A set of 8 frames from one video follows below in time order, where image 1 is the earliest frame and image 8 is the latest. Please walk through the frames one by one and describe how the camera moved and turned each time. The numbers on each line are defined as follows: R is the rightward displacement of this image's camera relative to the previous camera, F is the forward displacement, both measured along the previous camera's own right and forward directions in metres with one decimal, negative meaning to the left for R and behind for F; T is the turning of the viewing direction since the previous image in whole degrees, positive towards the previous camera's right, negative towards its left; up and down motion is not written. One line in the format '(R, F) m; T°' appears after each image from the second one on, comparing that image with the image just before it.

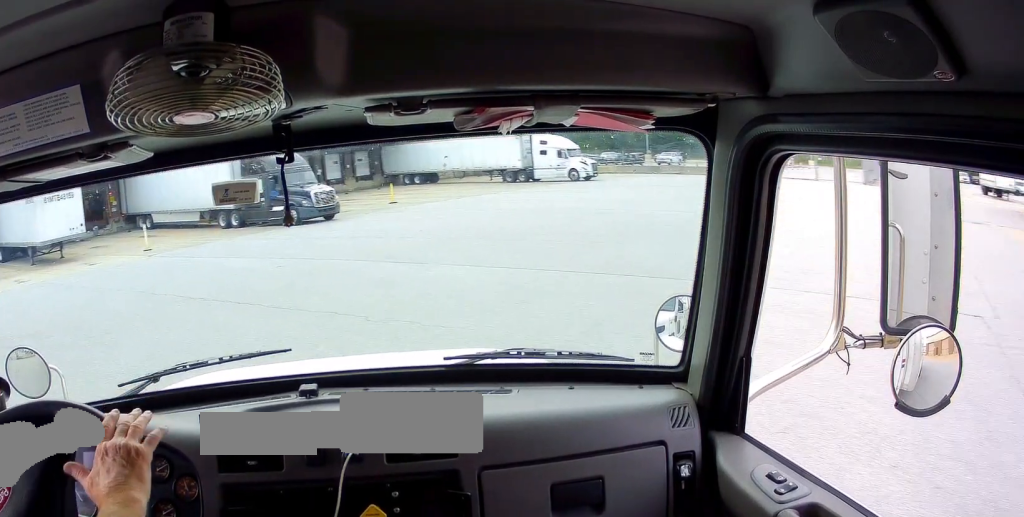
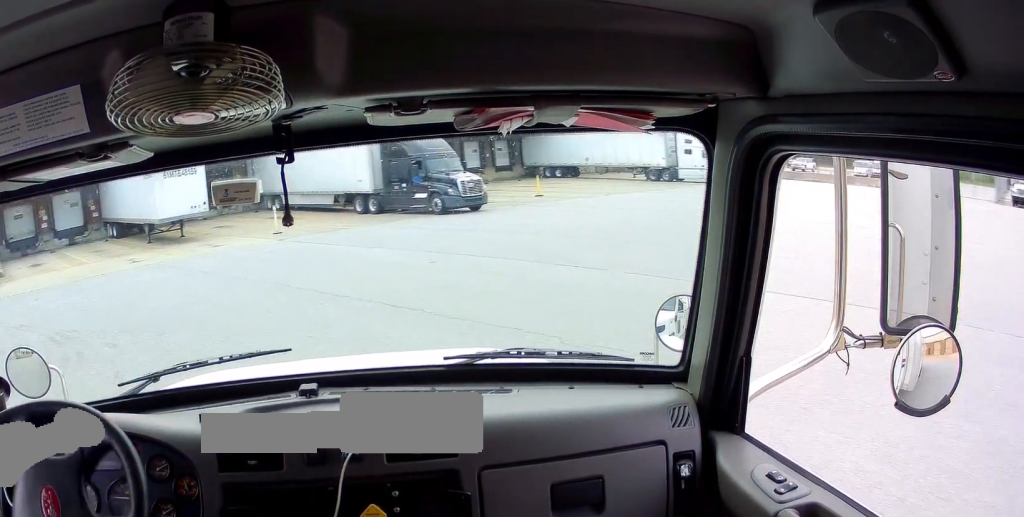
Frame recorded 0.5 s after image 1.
(-0.2, +1.3) m; -13°
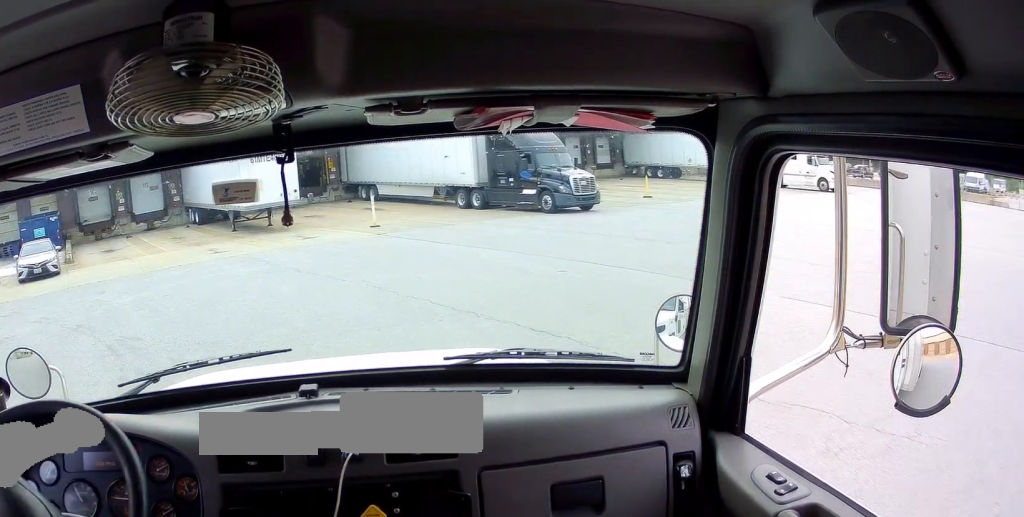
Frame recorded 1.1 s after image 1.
(-0.1, +1.3) m; -15°
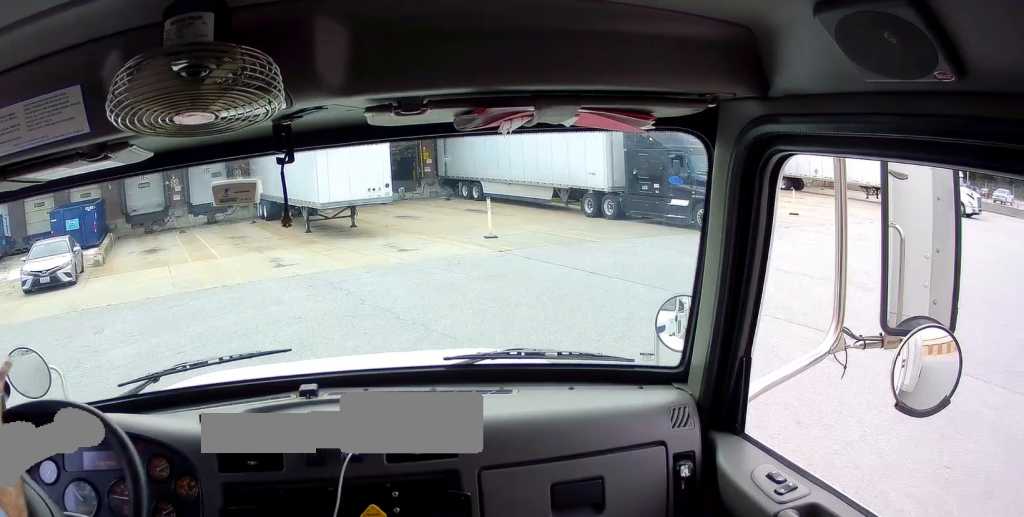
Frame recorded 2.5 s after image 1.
(-1.0, +4.3) m; -13°
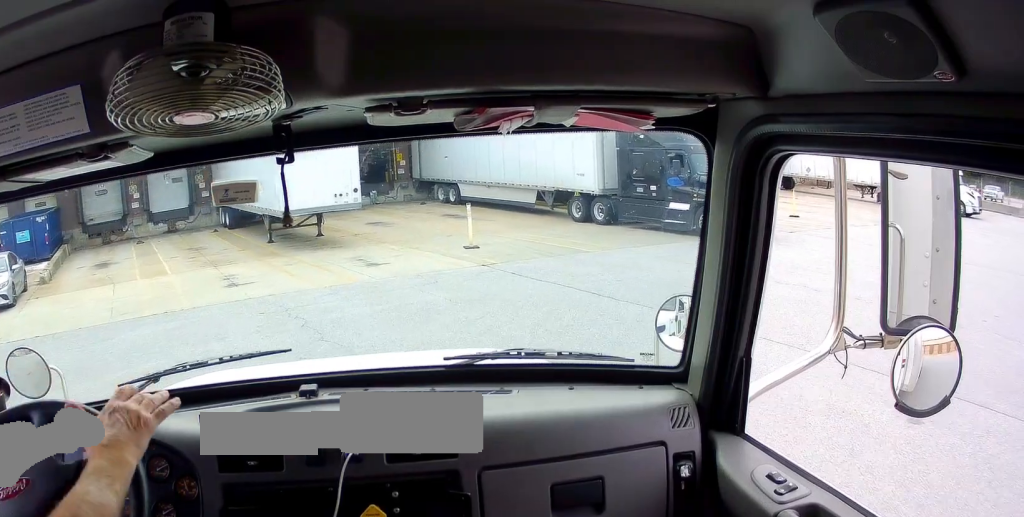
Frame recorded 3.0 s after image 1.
(-0.2, +1.9) m; +6°
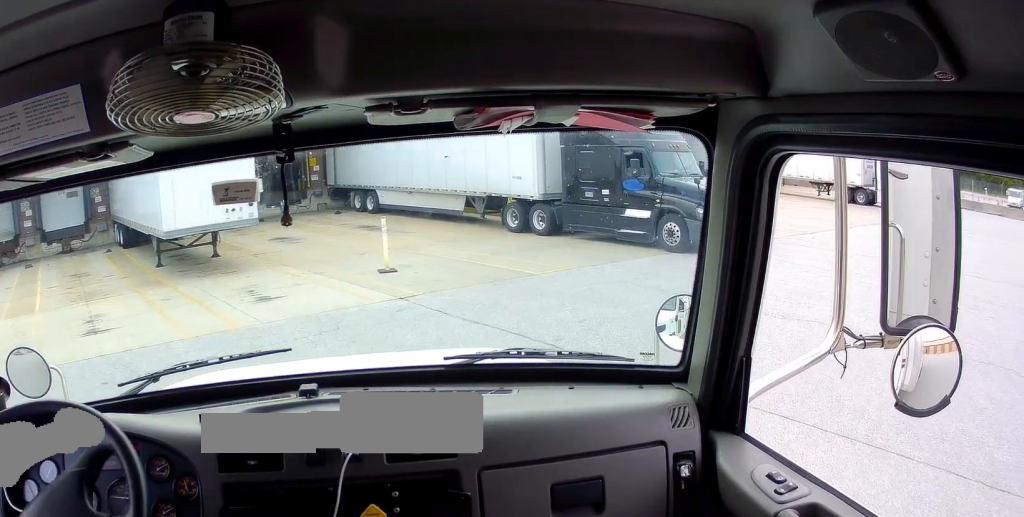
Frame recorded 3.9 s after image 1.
(+0.5, +3.2) m; +9°
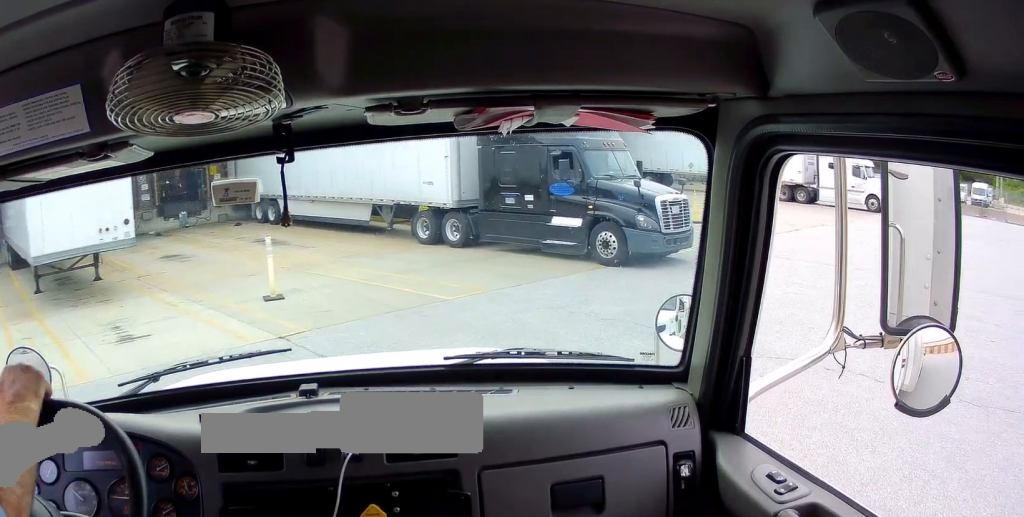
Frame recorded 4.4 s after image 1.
(+0.1, +2.3) m; +3°
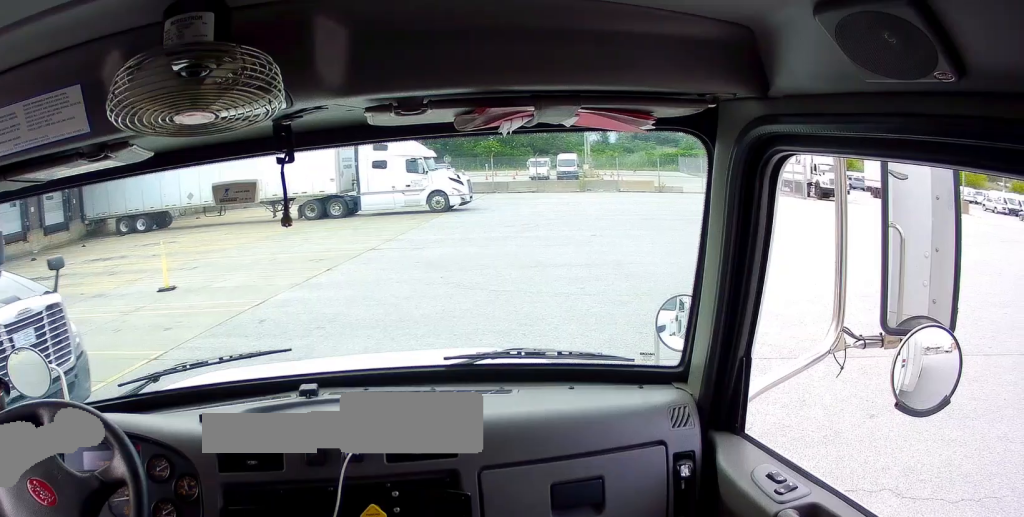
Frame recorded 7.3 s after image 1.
(+1.7, +13.4) m; +20°
